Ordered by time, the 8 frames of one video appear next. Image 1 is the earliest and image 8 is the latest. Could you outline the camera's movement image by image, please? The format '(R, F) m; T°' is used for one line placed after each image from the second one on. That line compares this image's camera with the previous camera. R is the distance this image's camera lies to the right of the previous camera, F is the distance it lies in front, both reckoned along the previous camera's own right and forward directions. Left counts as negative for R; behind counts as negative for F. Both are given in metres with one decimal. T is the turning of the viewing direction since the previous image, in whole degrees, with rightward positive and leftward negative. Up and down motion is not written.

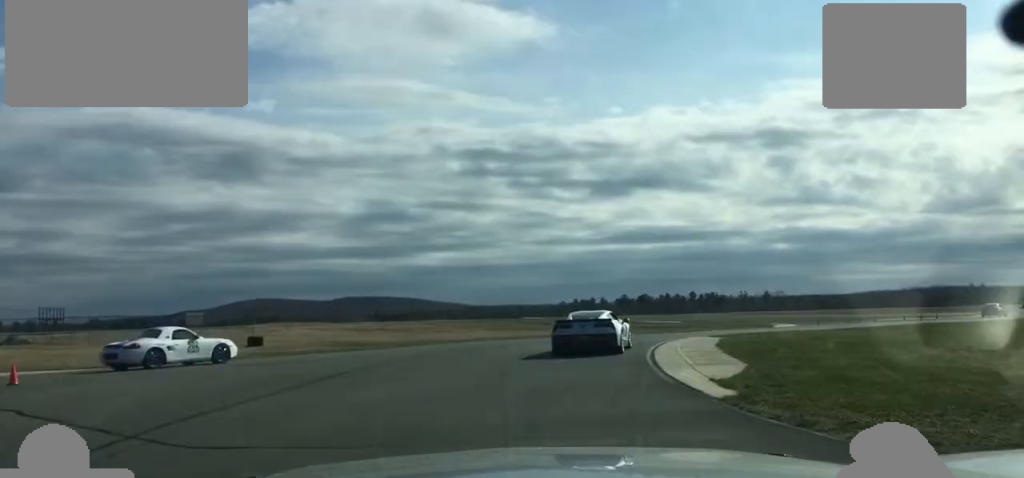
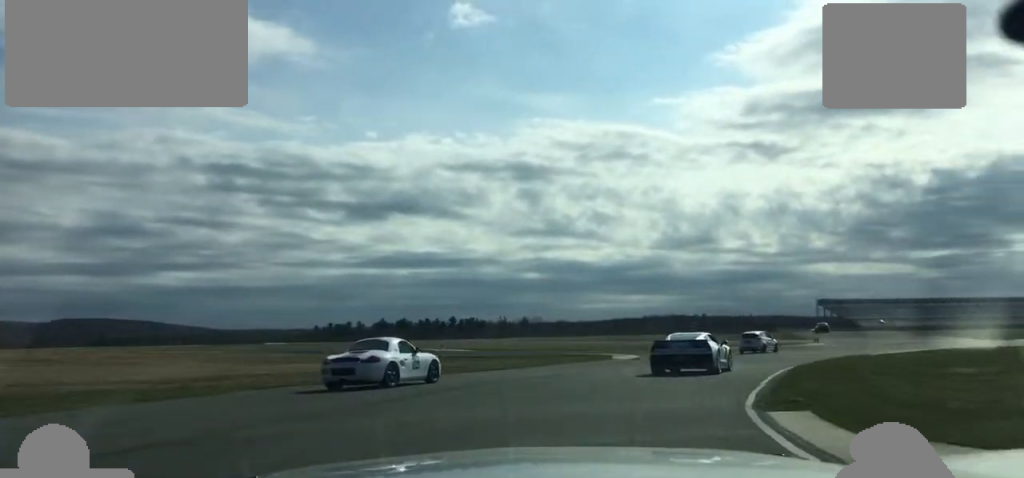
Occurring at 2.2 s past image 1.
(+4.6, +28.2) m; +17°
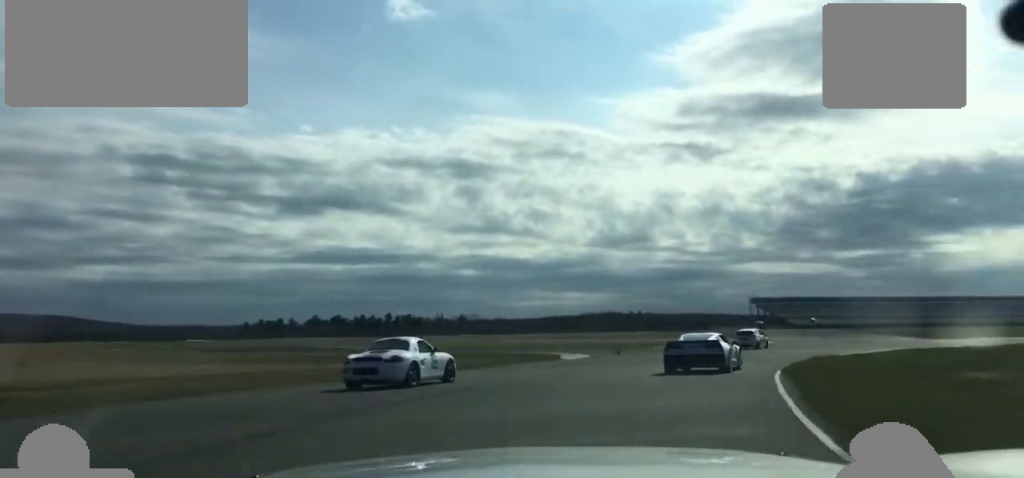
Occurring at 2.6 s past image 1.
(0.0, +5.3) m; +4°
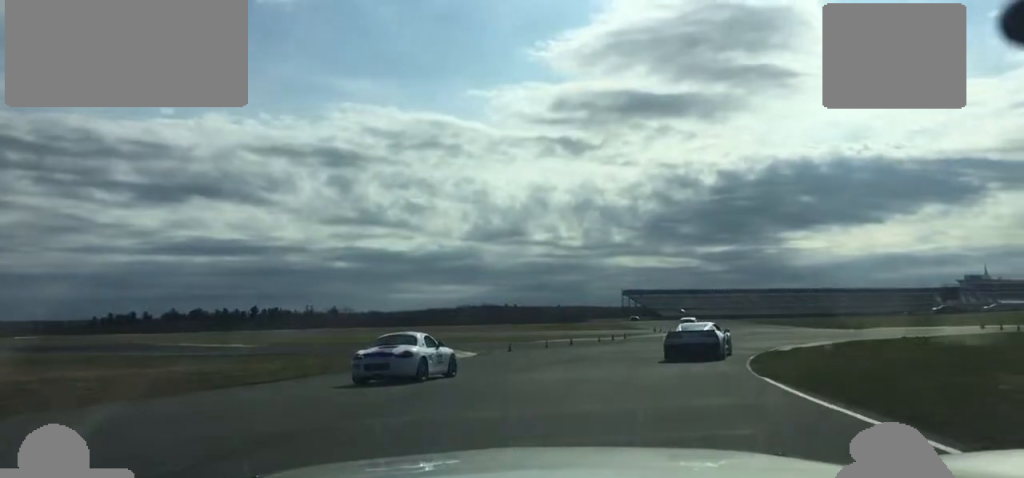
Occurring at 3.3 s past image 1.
(+0.7, +9.4) m; +8°
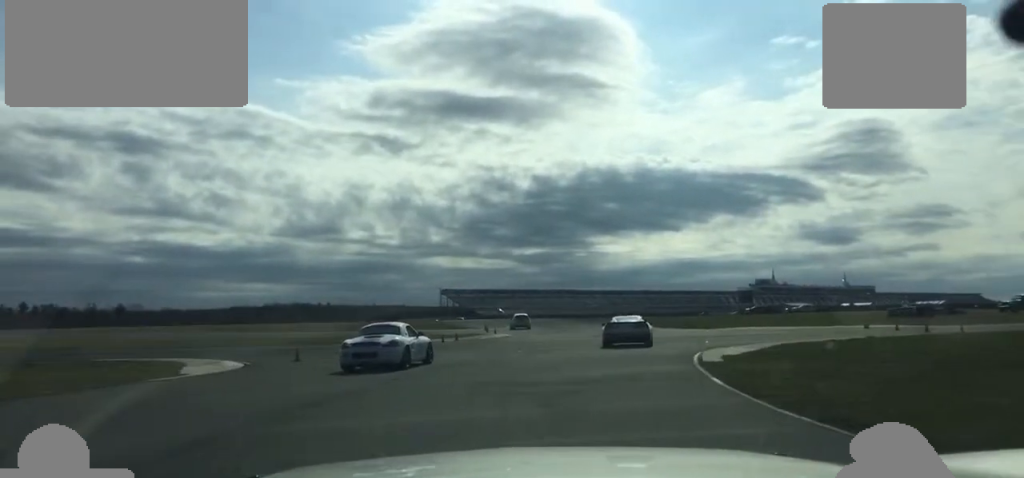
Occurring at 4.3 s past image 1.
(+1.6, +14.2) m; +10°
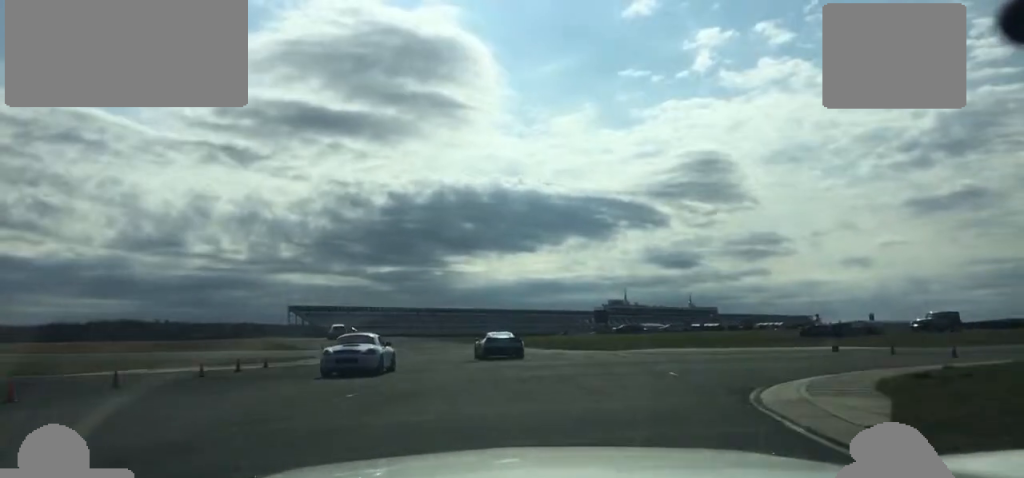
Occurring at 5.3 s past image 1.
(+1.2, +16.7) m; +5°
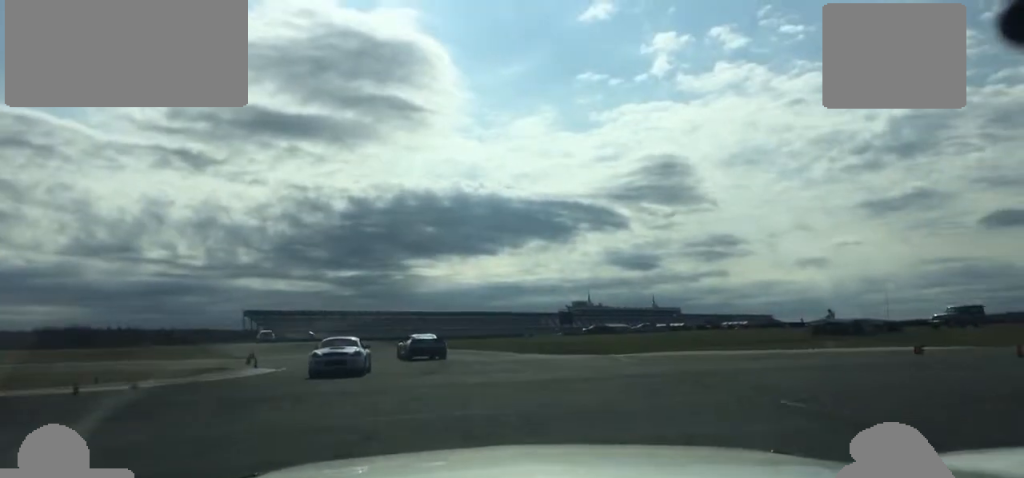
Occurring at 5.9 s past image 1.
(+0.1, +10.0) m; +1°
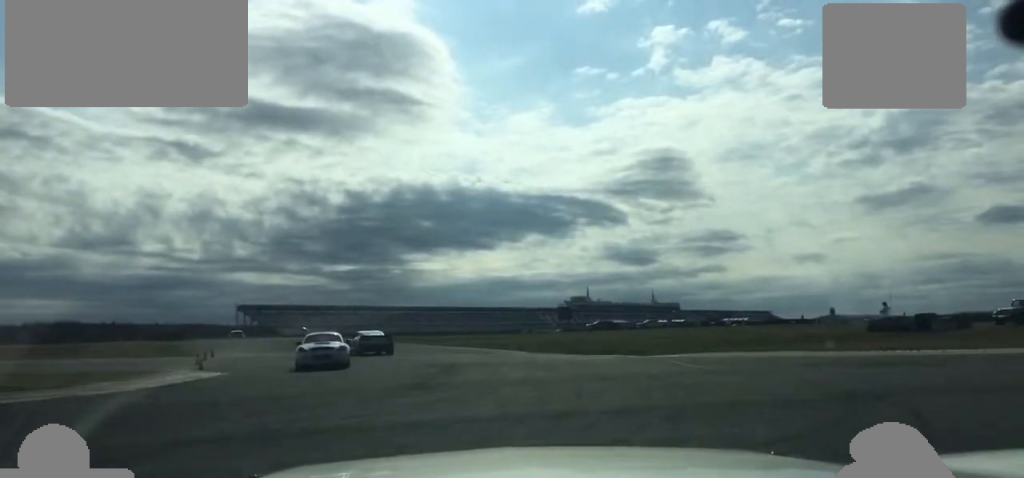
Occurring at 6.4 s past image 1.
(0.0, +8.3) m; -1°
